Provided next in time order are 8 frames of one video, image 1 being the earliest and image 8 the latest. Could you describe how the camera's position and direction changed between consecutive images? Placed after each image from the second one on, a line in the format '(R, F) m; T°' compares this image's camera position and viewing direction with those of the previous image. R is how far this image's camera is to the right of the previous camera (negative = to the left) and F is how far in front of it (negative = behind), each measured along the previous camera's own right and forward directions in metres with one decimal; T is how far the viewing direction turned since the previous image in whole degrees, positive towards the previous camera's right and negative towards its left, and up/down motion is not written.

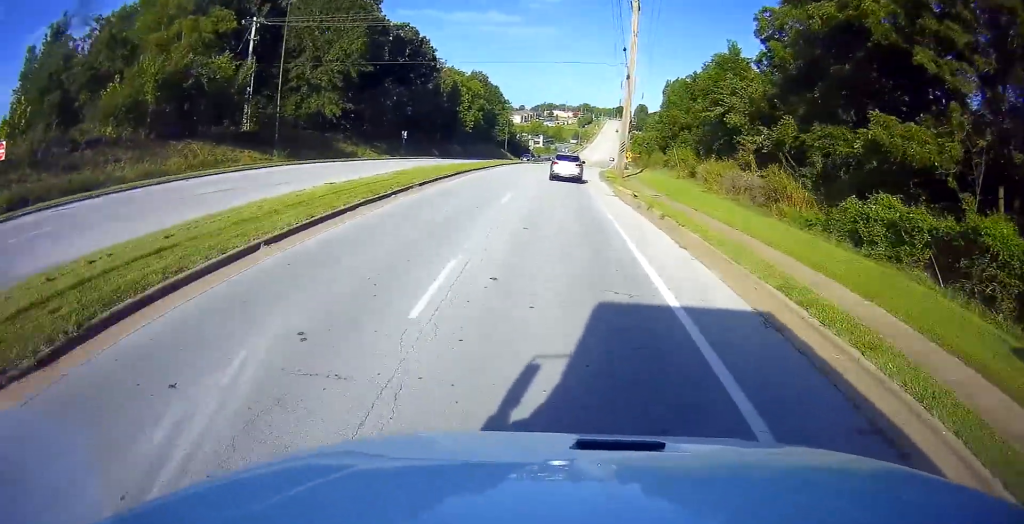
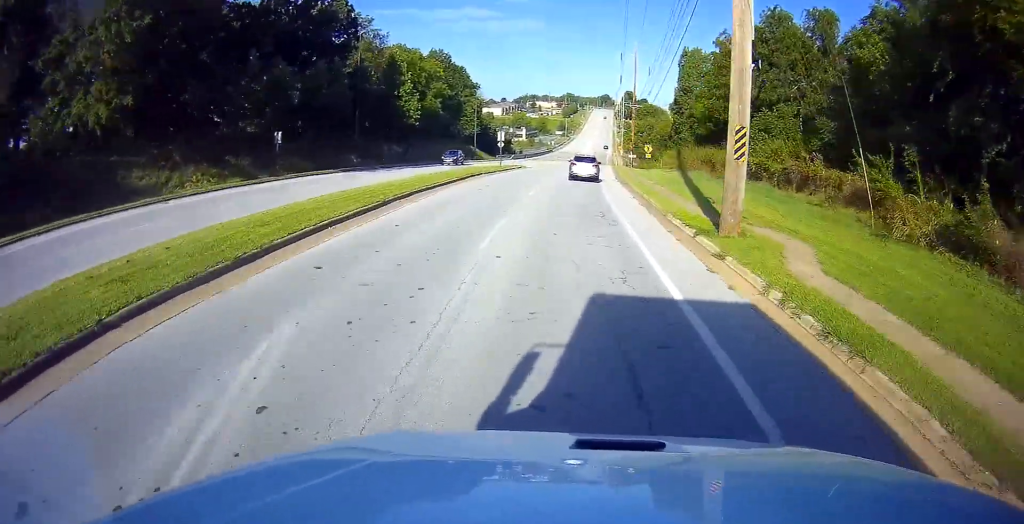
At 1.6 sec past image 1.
(+0.5, +30.9) m; +2°
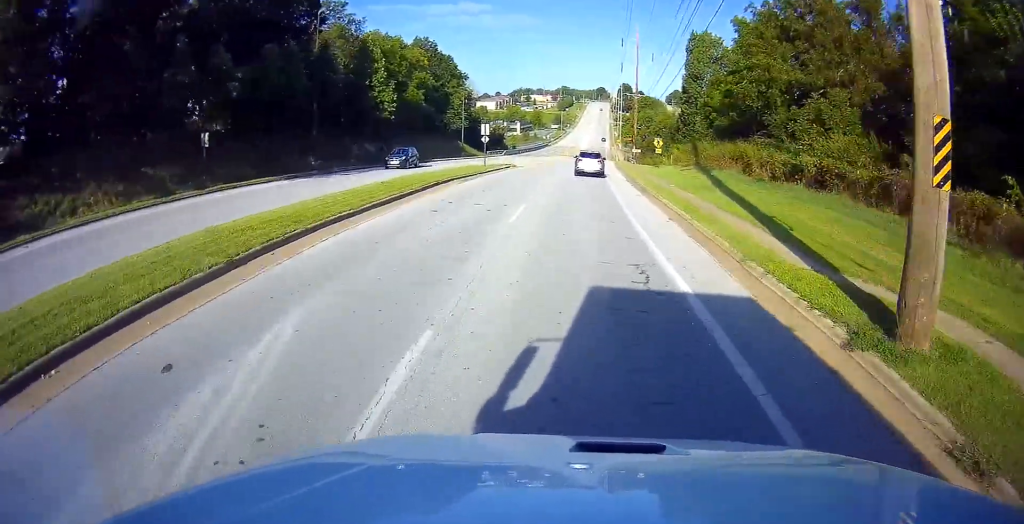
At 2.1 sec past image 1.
(0.0, +9.0) m; +1°
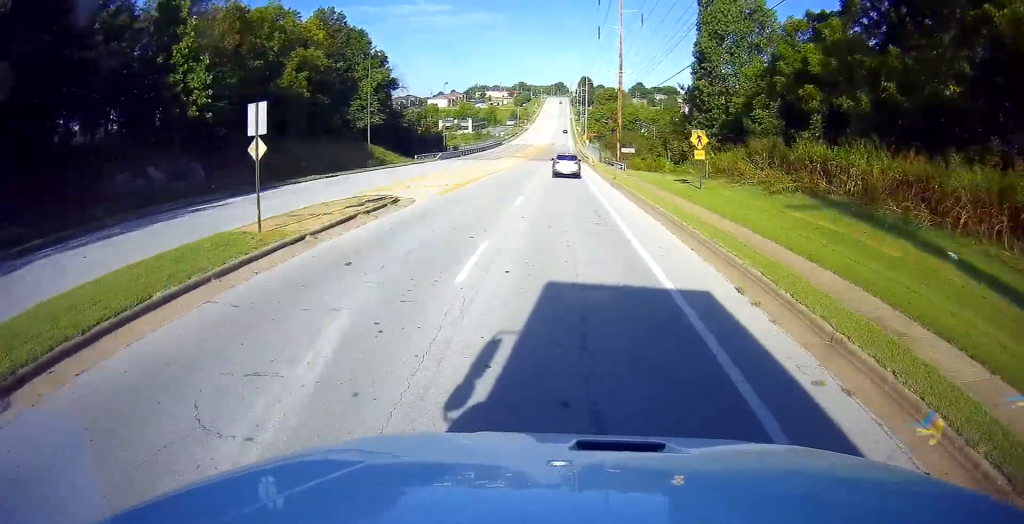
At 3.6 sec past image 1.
(+0.6, +29.0) m; +2°
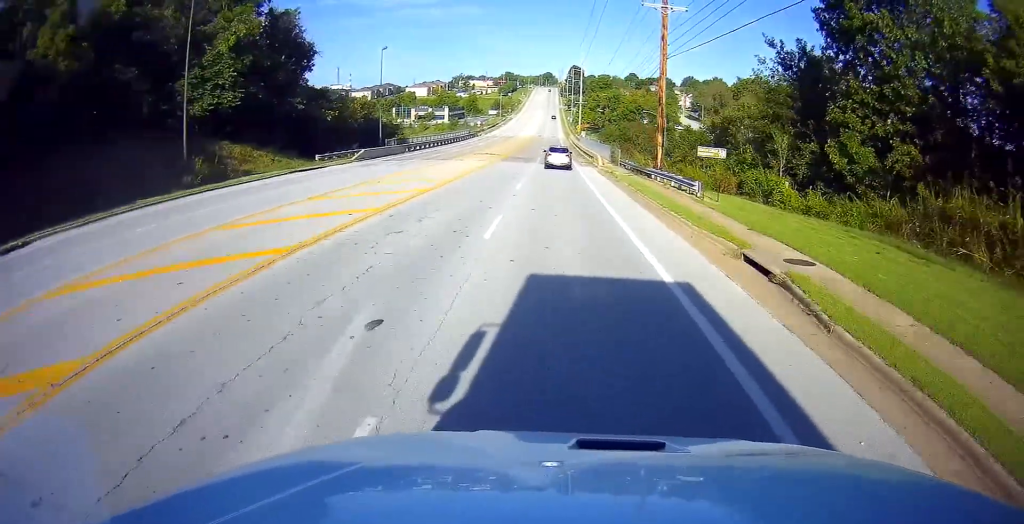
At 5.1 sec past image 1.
(+0.8, +31.6) m; +2°
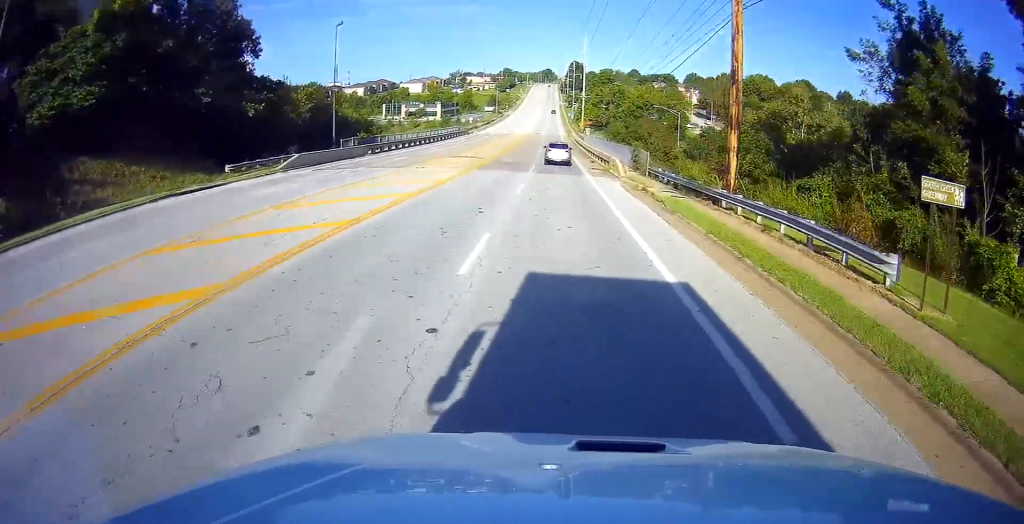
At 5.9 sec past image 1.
(0.0, +15.1) m; 0°
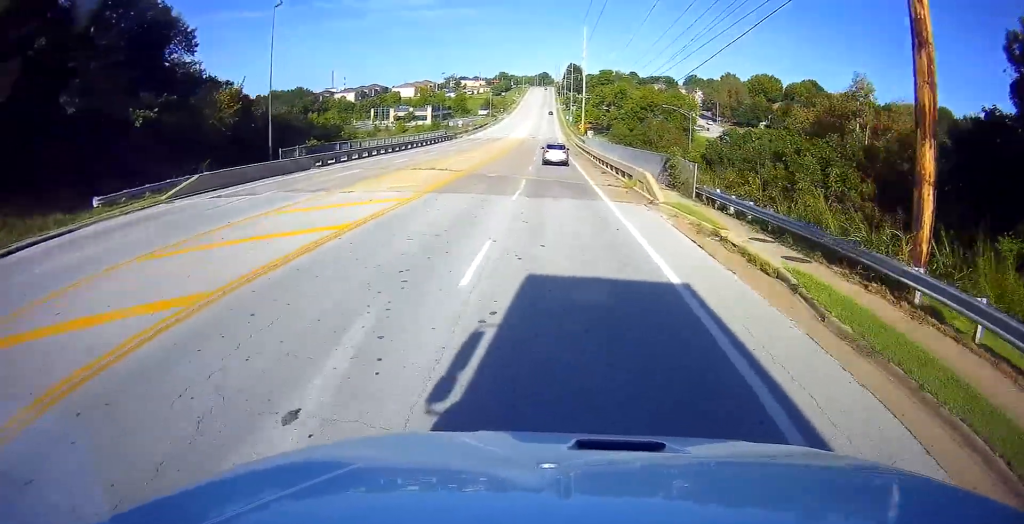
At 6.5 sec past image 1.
(0.0, +12.5) m; 0°
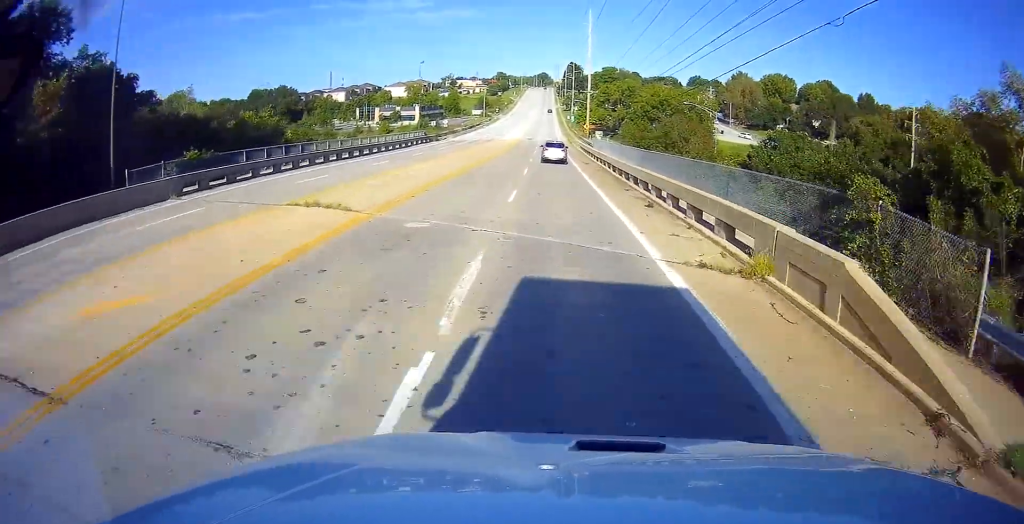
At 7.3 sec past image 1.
(+0.1, +17.5) m; 0°
